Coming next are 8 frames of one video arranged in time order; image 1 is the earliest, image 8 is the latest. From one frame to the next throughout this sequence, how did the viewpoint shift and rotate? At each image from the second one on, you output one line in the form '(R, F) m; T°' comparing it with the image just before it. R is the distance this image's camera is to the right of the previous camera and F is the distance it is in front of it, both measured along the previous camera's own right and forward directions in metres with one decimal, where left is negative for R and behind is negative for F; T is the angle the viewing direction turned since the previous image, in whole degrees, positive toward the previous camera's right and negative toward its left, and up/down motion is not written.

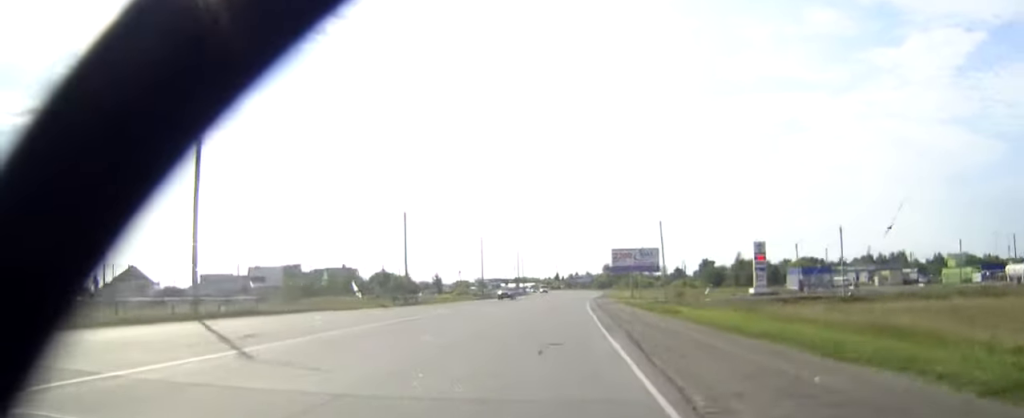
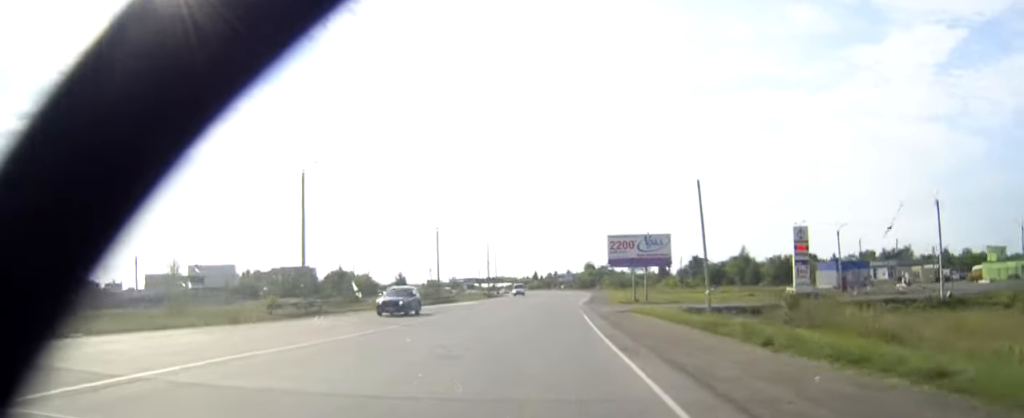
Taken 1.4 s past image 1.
(+0.3, +23.8) m; +1°
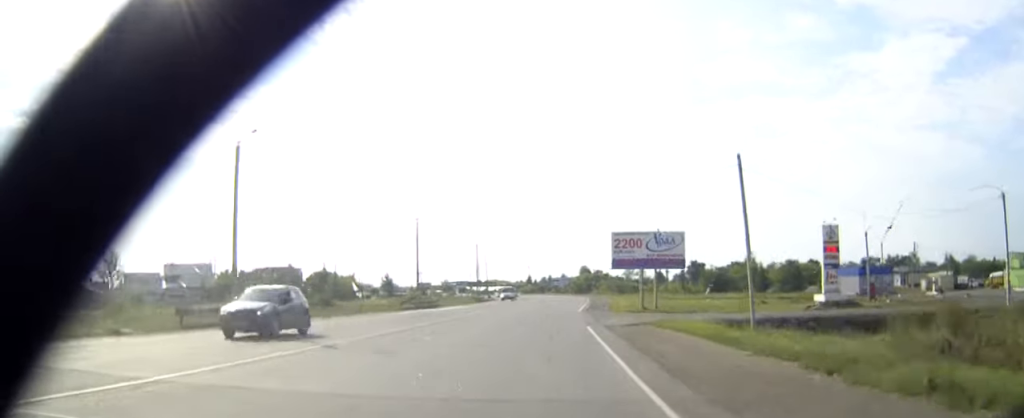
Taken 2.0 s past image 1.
(0.0, +9.5) m; +1°
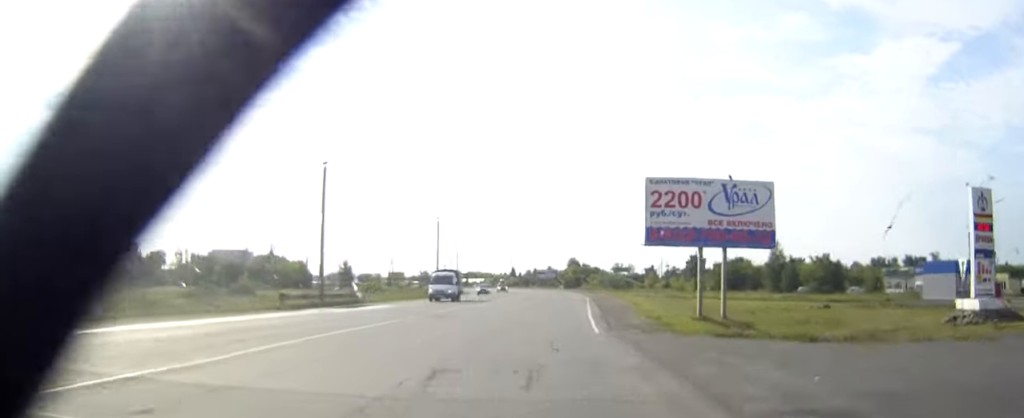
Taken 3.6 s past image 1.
(+0.3, +27.1) m; +1°
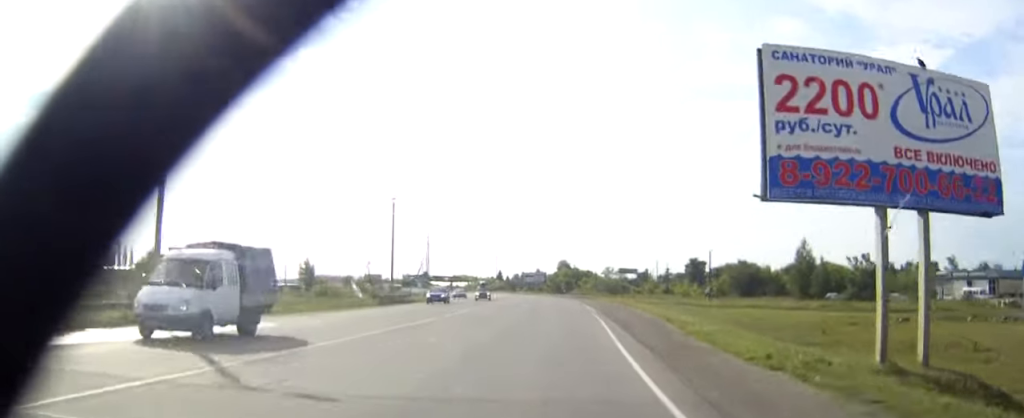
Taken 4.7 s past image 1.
(+0.1, +19.3) m; +1°
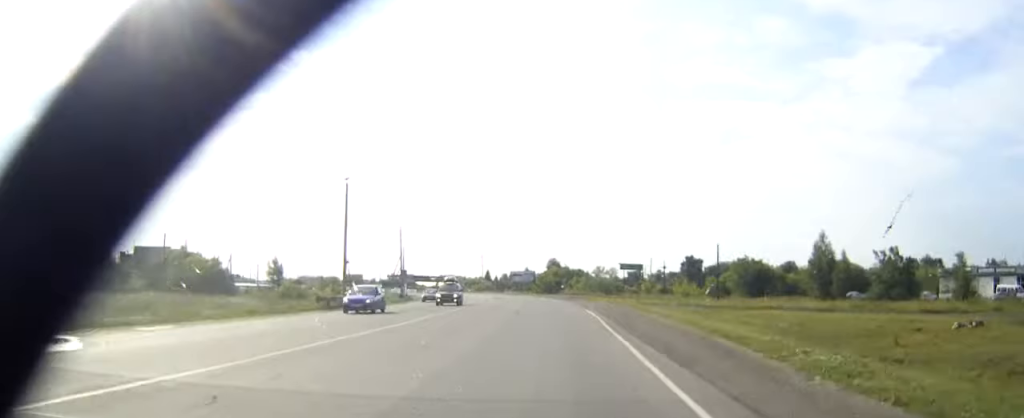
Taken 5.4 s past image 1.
(+0.1, +12.0) m; +1°
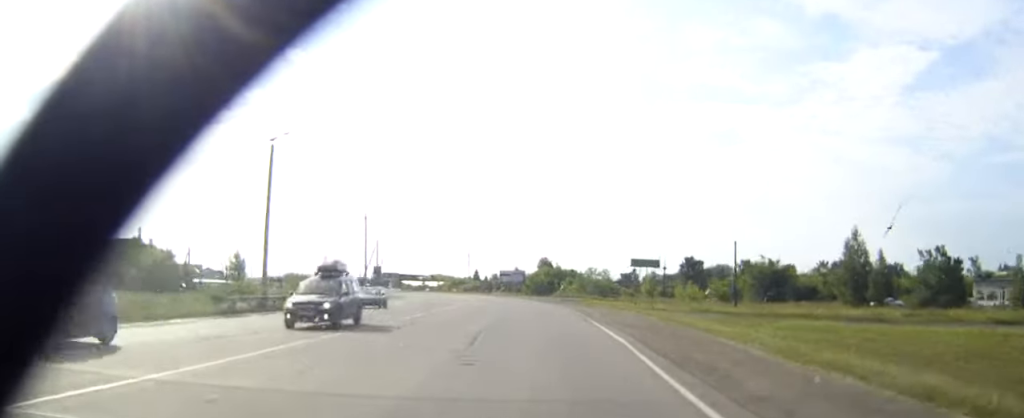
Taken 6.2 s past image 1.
(+0.1, +13.7) m; +1°
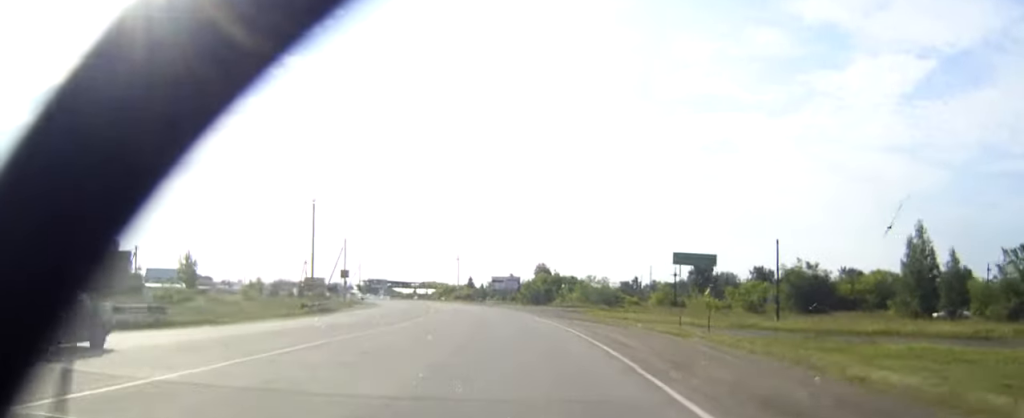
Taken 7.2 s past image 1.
(+0.2, +17.0) m; +1°
